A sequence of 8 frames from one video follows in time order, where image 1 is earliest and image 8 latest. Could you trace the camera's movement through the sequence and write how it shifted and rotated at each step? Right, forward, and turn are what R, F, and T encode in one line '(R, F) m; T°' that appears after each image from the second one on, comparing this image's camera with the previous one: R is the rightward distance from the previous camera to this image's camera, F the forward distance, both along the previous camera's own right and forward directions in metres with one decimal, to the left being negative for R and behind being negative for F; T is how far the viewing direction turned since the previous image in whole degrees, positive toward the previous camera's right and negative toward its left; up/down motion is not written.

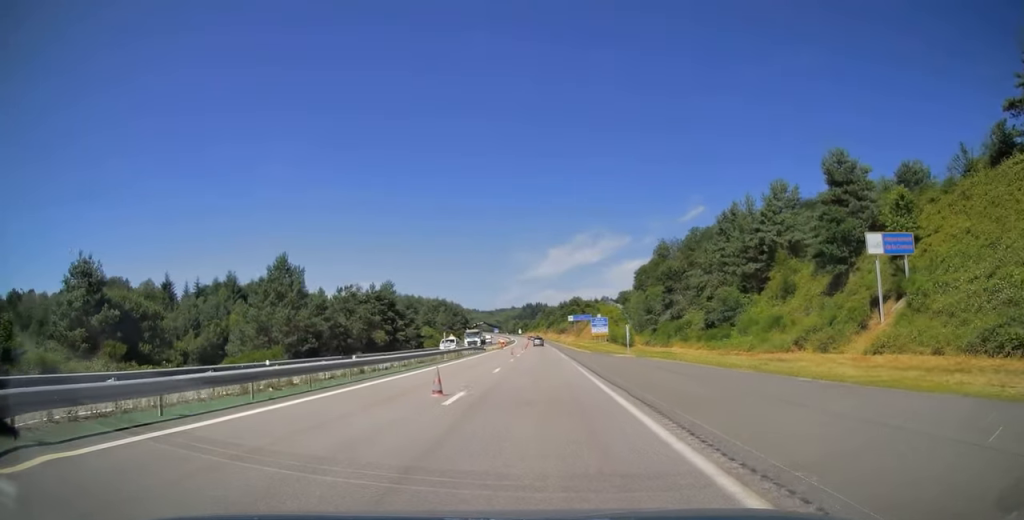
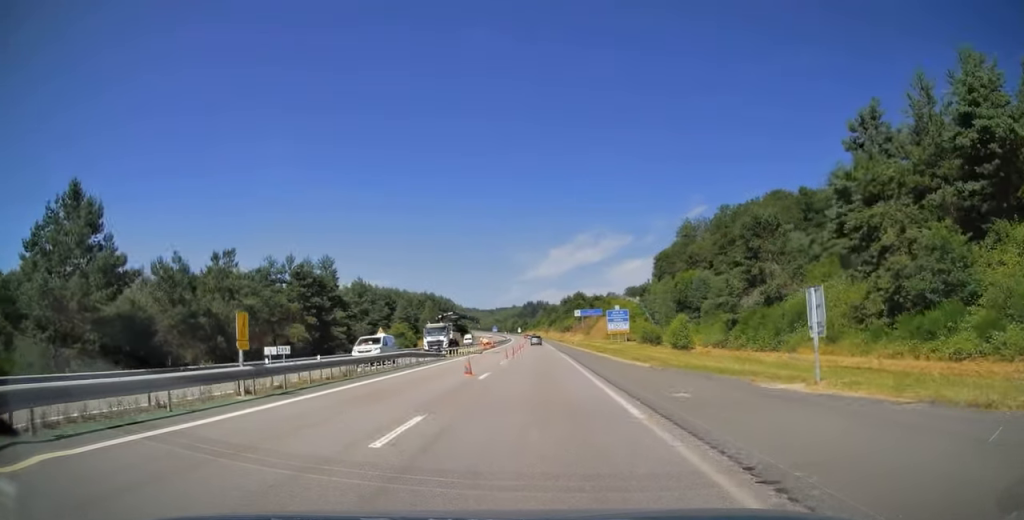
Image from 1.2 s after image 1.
(0.0, +31.3) m; 0°
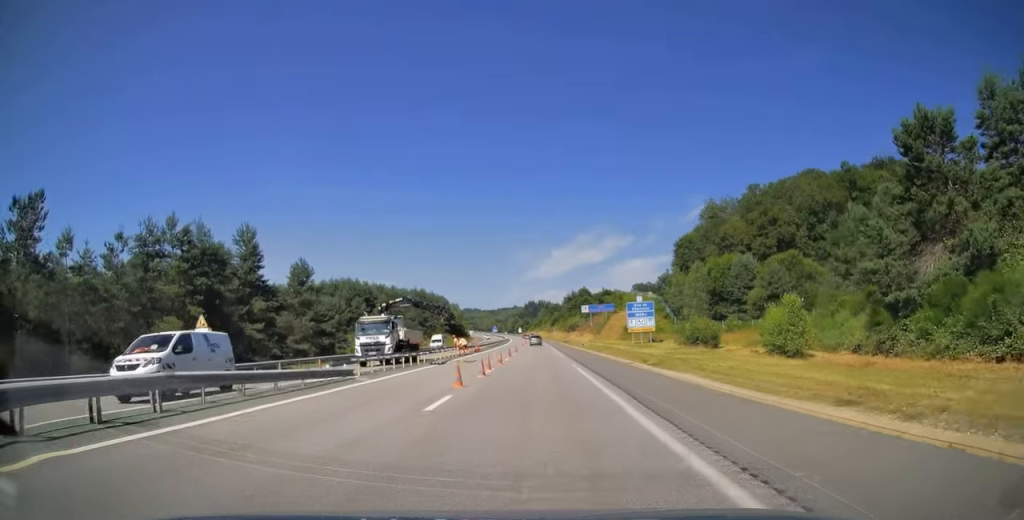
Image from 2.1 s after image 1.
(0.0, +22.3) m; 0°
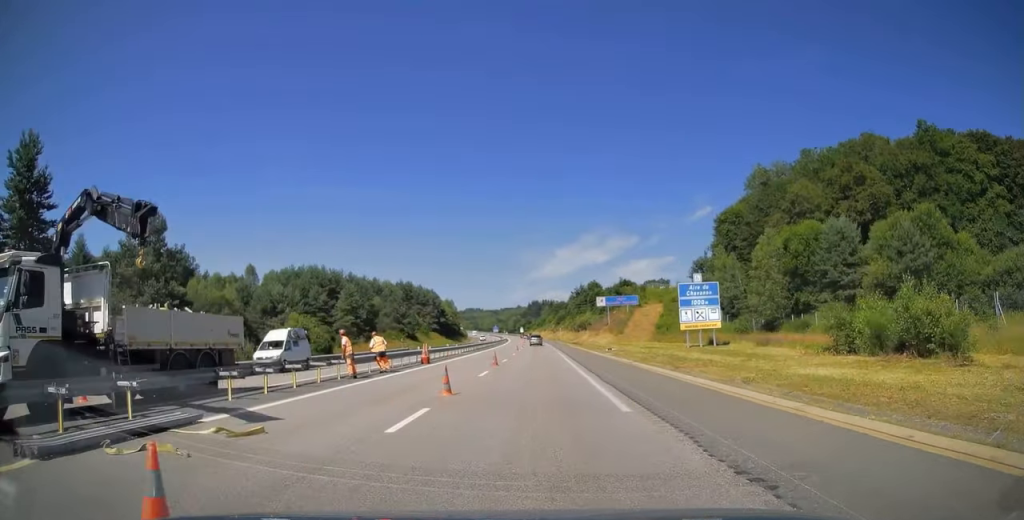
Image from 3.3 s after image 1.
(0.0, +29.2) m; -1°
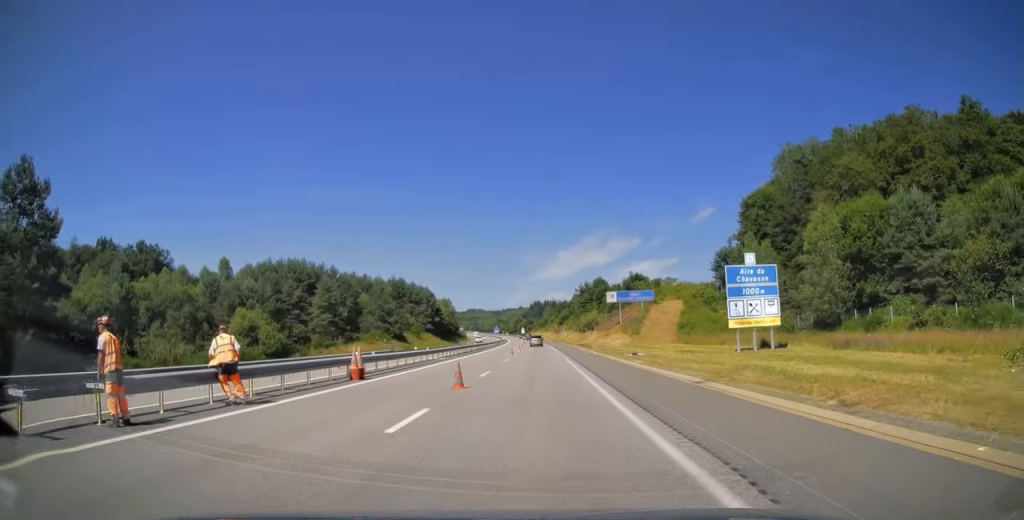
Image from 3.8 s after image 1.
(-0.2, +13.1) m; 0°
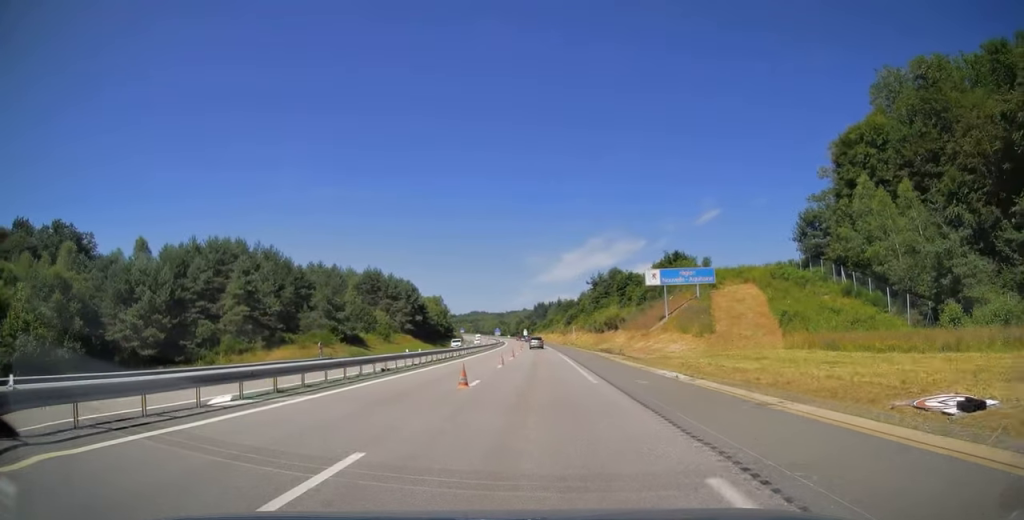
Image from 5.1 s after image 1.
(+0.1, +31.0) m; 0°
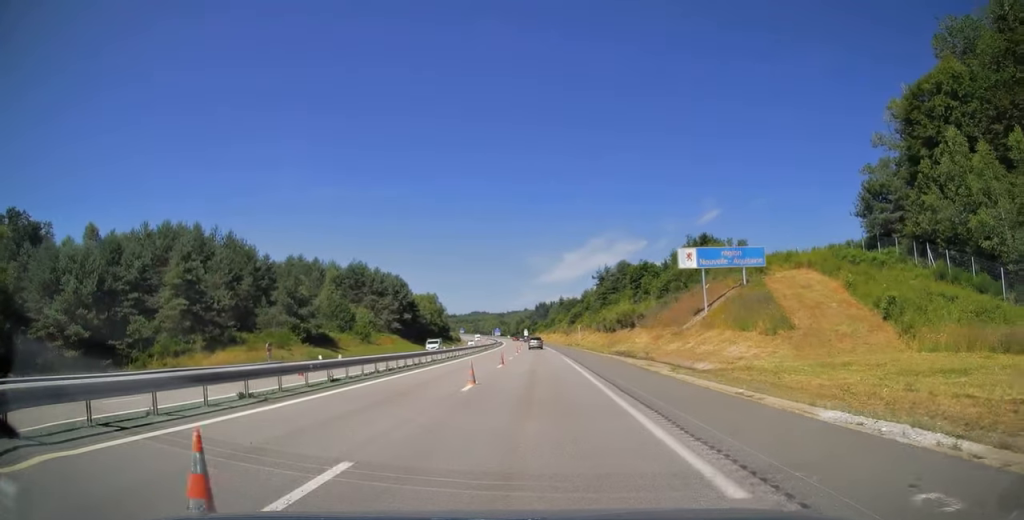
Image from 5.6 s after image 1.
(0.0, +13.8) m; 0°
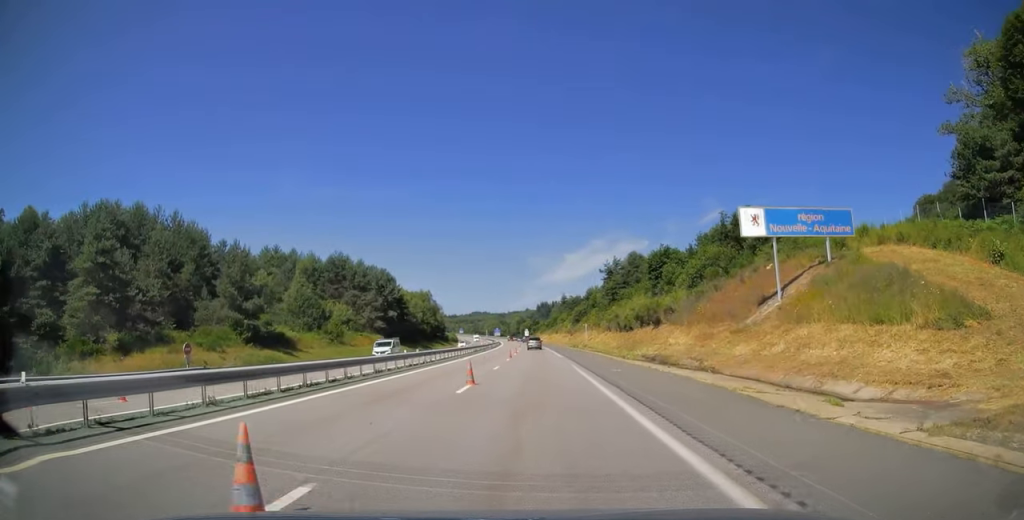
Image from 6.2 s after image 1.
(-0.3, +14.2) m; 0°
